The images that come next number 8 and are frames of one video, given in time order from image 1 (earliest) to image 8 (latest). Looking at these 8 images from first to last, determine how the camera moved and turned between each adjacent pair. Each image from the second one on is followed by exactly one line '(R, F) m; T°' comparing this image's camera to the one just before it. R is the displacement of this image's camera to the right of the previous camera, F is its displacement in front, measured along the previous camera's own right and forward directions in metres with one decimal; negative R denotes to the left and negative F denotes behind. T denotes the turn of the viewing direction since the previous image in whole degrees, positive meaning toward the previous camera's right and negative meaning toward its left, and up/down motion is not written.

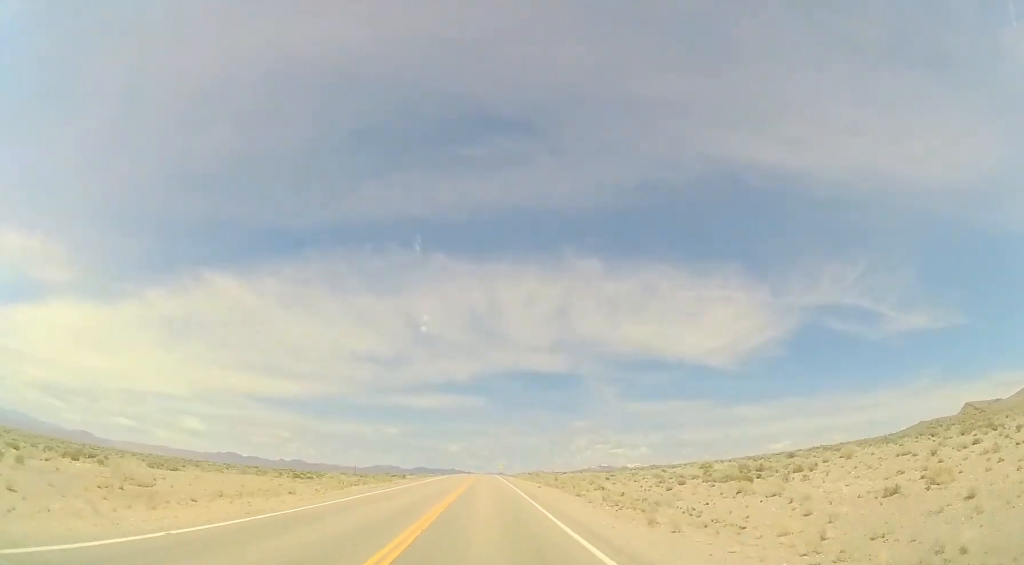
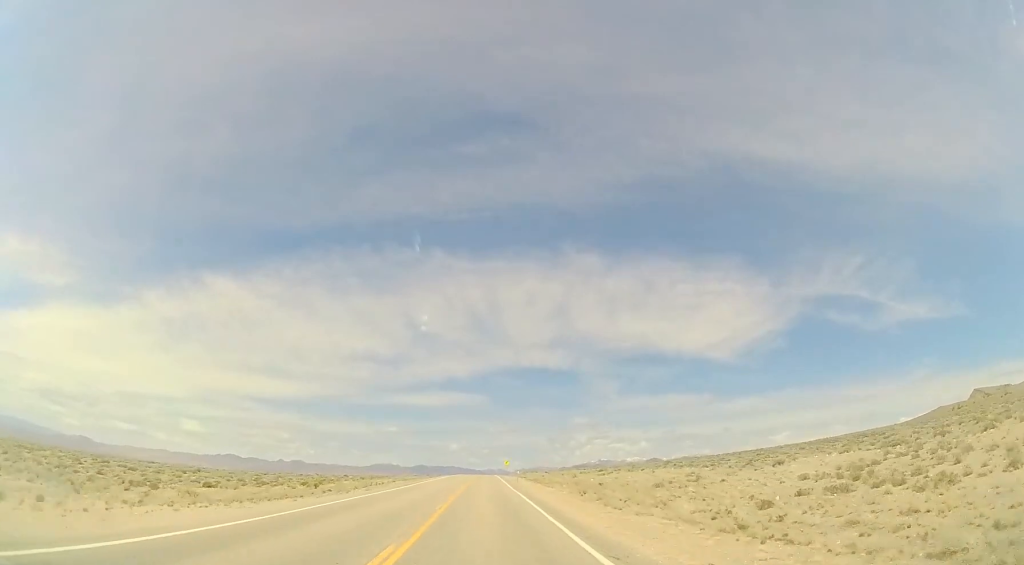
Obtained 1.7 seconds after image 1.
(+0.1, +52.5) m; 0°
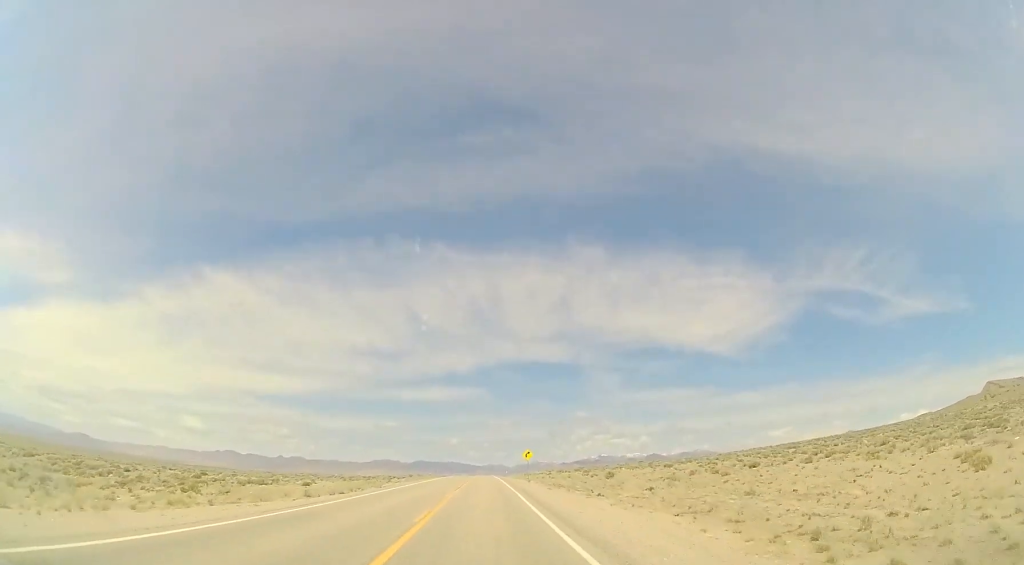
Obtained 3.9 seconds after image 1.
(-0.2, +65.0) m; +1°
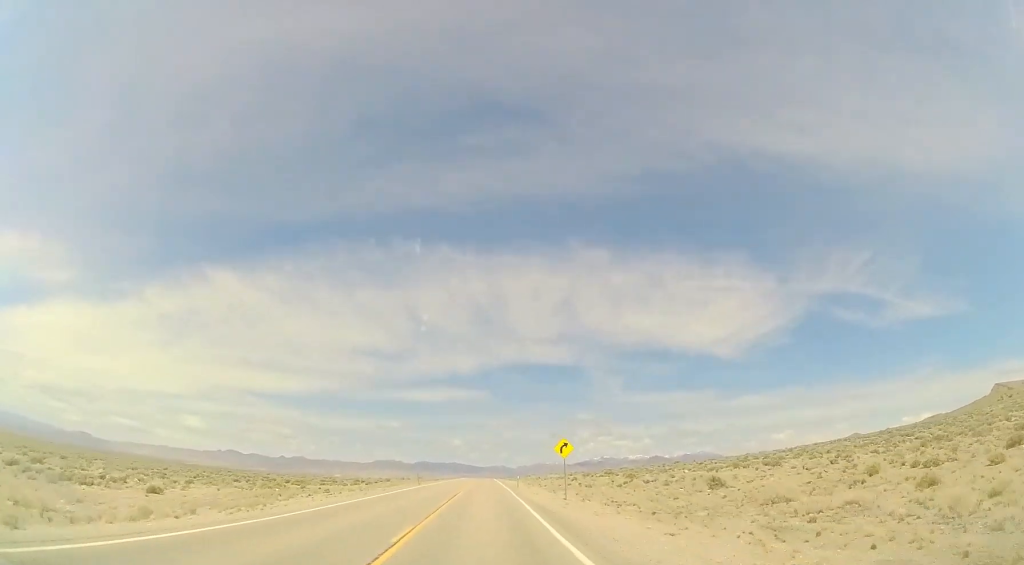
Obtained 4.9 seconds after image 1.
(+0.4, +27.6) m; +1°
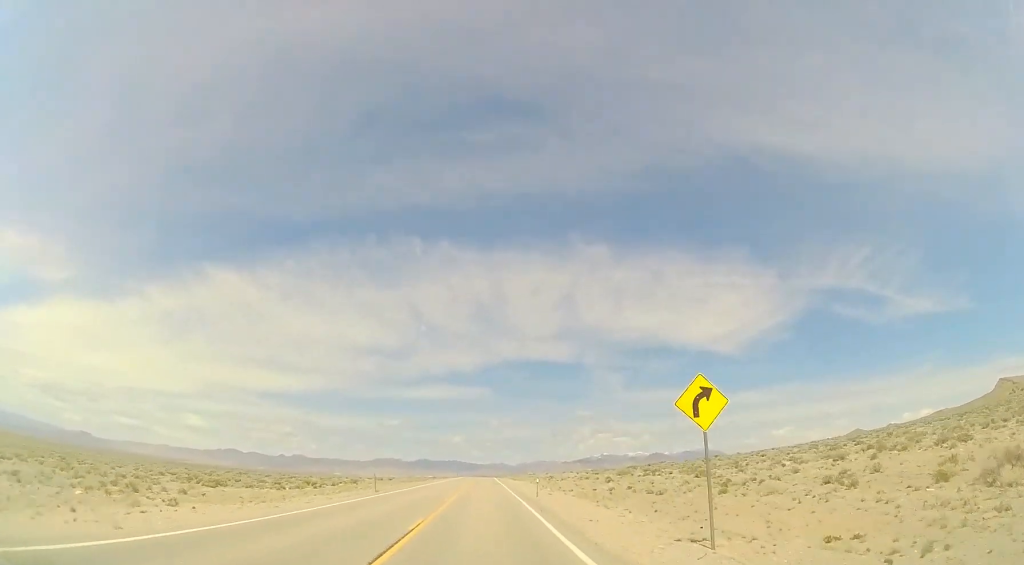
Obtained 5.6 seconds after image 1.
(0.0, +21.7) m; -1°
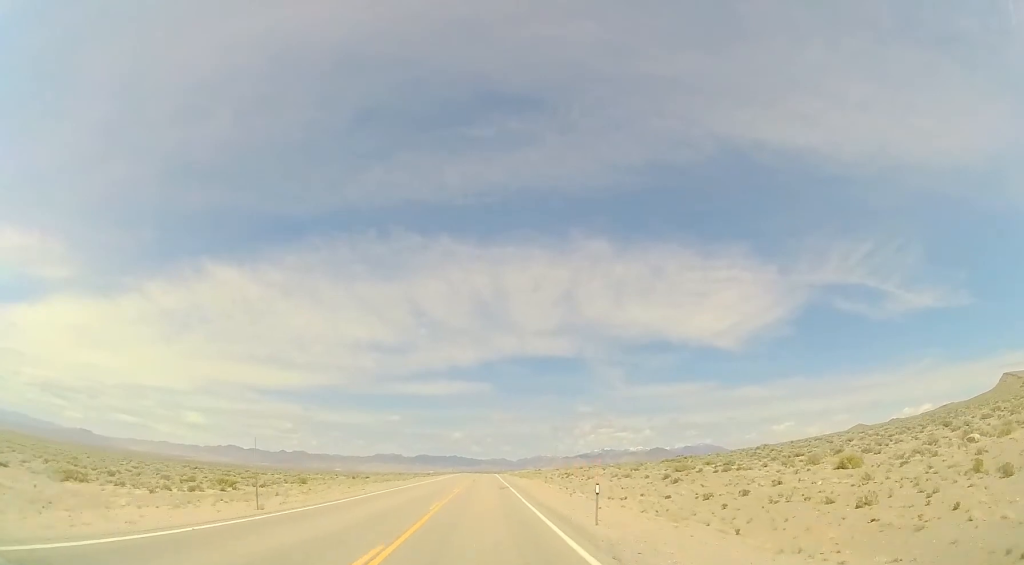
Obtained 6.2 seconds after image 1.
(-0.2, +18.8) m; 0°
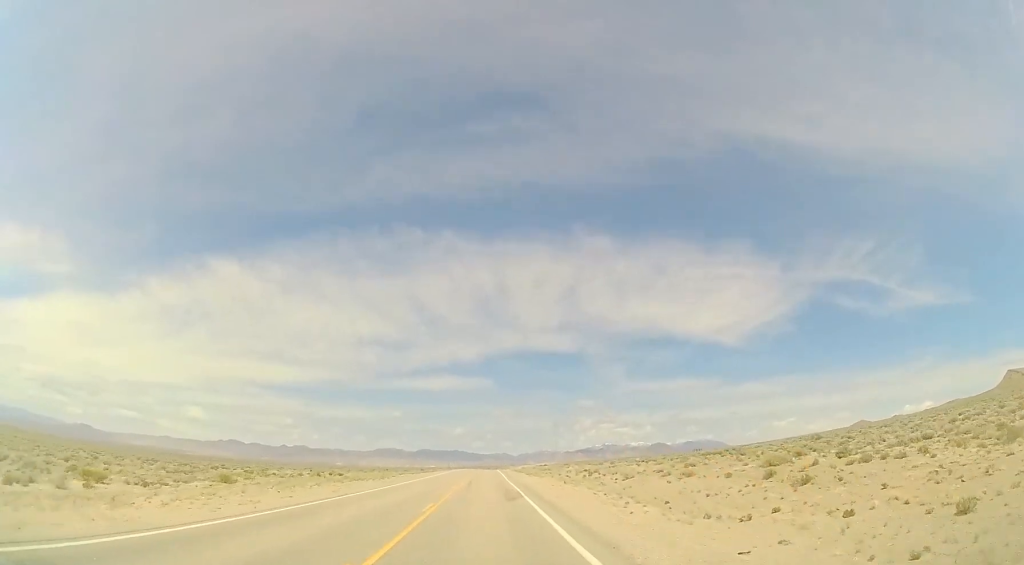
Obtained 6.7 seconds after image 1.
(0.0, +14.8) m; 0°
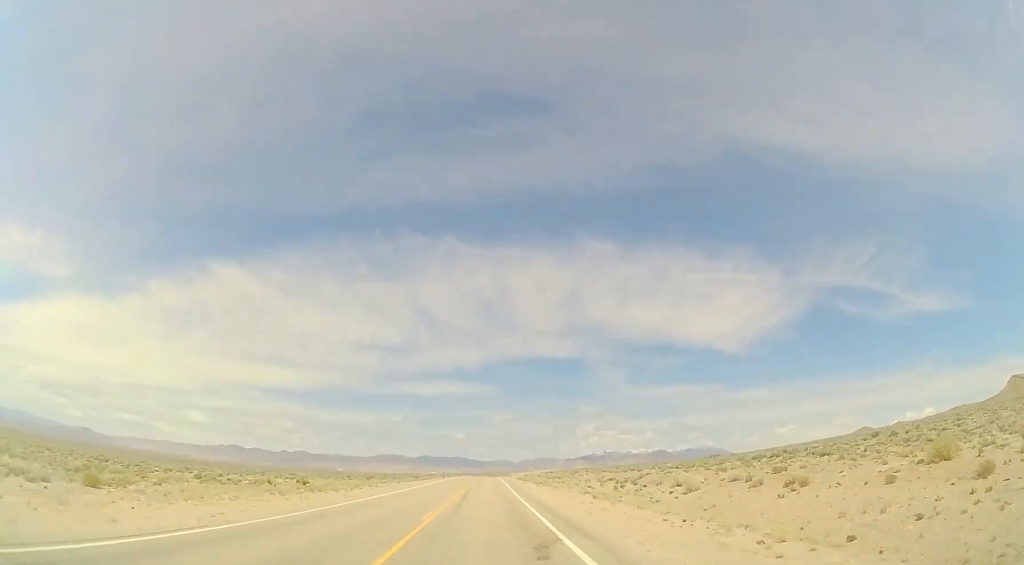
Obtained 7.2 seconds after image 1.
(+0.2, +12.8) m; 0°
